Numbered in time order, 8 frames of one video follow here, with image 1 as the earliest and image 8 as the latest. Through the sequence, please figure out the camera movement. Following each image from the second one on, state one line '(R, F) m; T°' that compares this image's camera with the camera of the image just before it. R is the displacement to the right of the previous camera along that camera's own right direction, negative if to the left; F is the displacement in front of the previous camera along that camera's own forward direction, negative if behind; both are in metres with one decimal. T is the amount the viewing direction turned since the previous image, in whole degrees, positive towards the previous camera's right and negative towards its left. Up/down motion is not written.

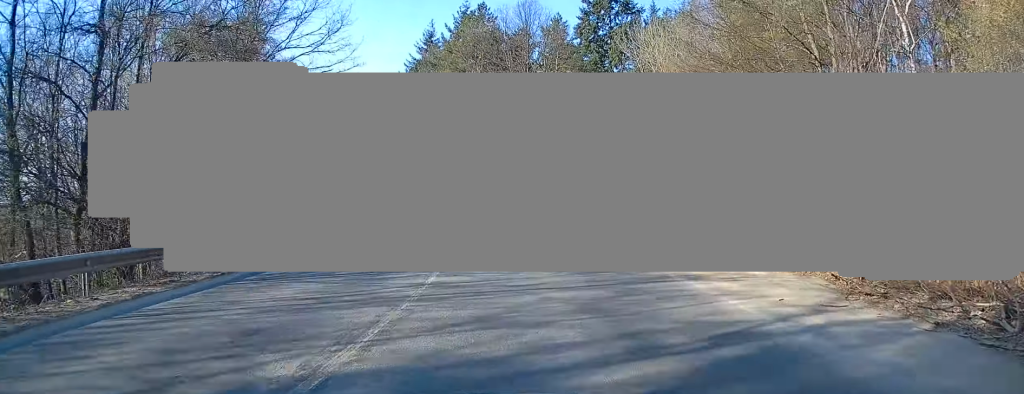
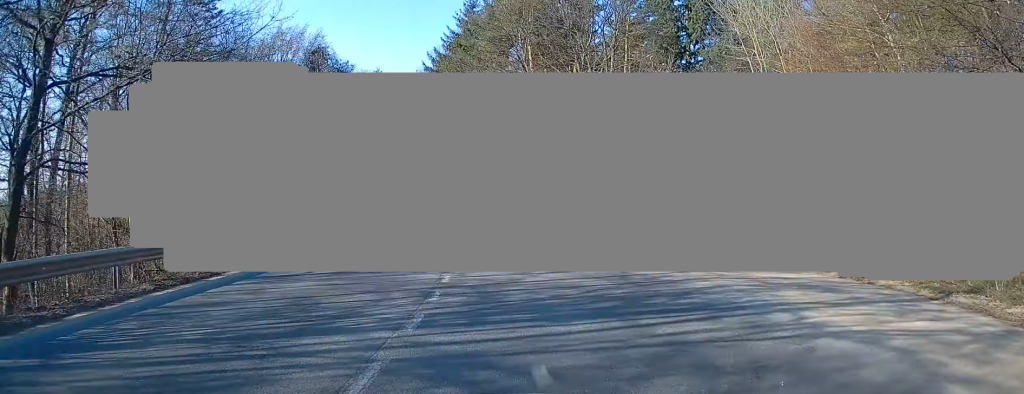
(-0.3, +11.6) m; -4°
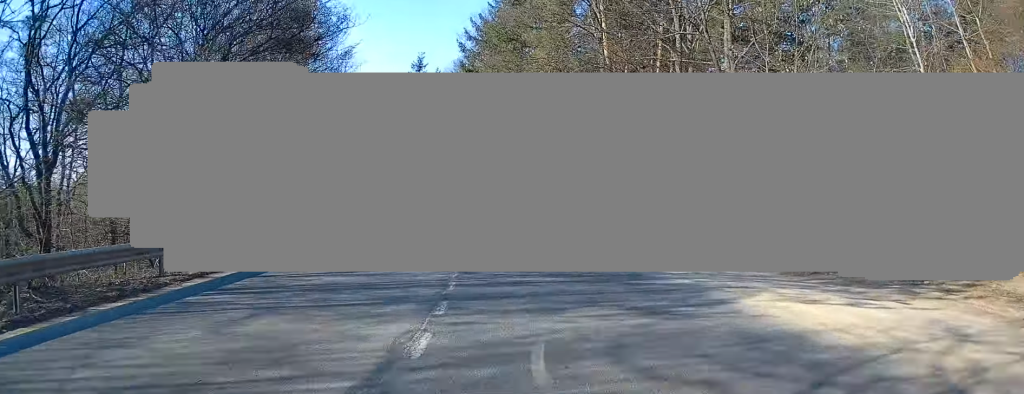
(-0.3, +11.1) m; -4°
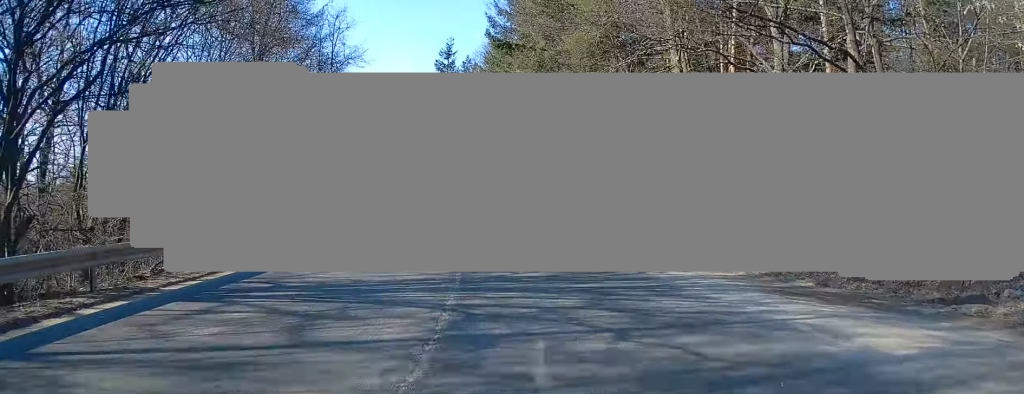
(-0.2, +6.6) m; -3°
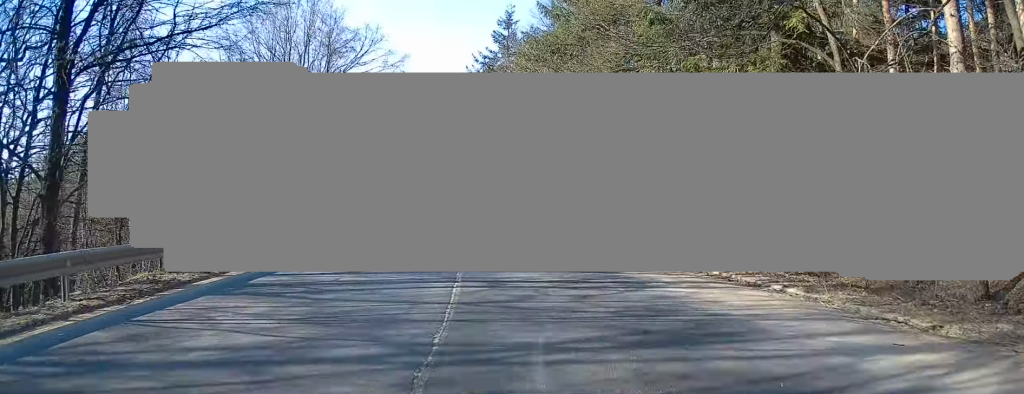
(-0.6, +13.2) m; -5°
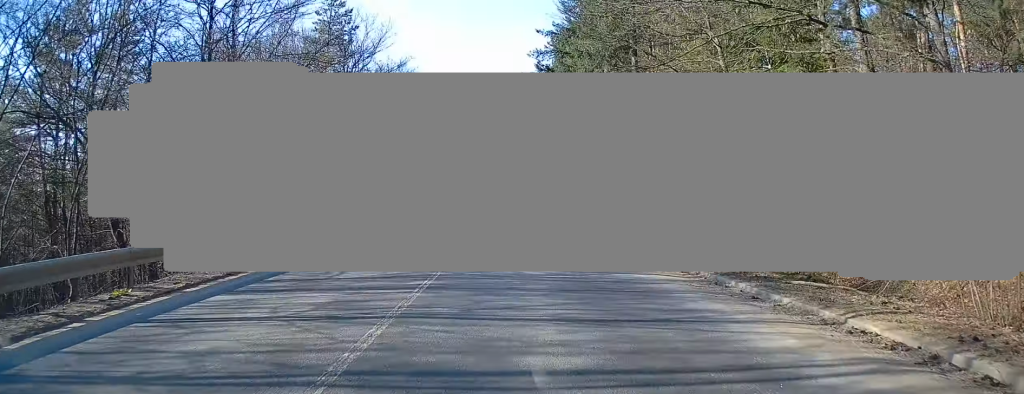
(-1.8, +26.6) m; -7°
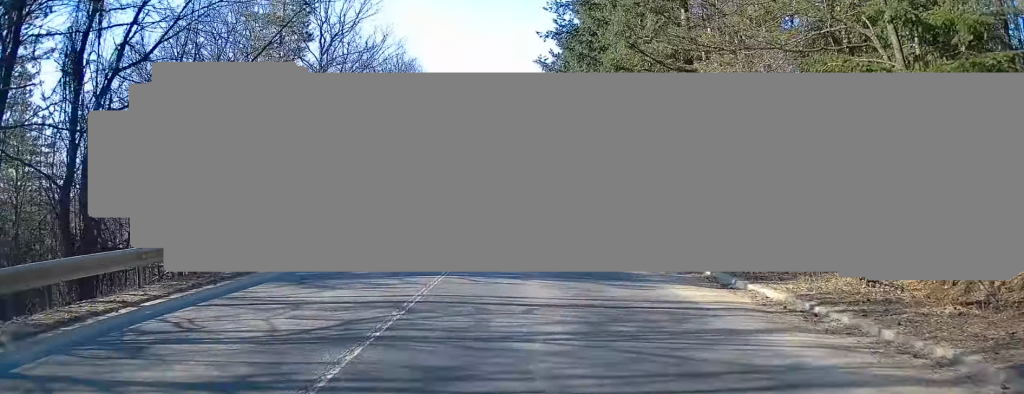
(0.0, +7.7) m; -1°
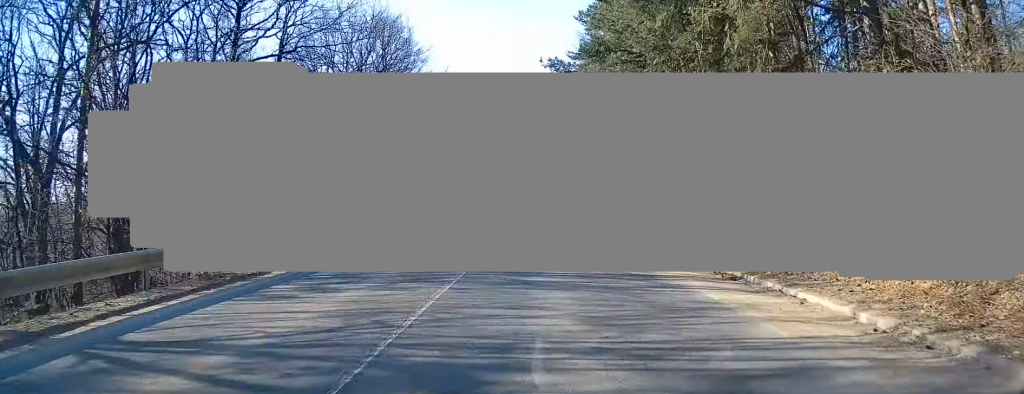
(-0.3, +11.9) m; -1°
